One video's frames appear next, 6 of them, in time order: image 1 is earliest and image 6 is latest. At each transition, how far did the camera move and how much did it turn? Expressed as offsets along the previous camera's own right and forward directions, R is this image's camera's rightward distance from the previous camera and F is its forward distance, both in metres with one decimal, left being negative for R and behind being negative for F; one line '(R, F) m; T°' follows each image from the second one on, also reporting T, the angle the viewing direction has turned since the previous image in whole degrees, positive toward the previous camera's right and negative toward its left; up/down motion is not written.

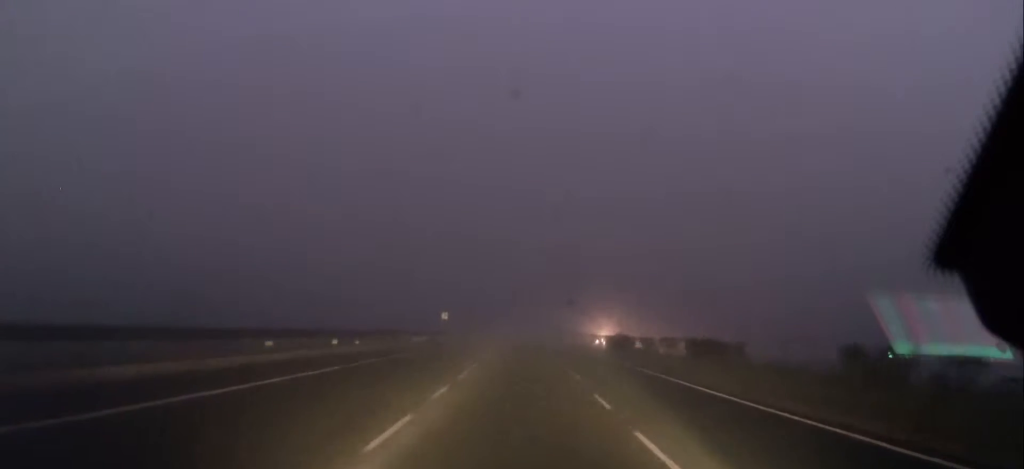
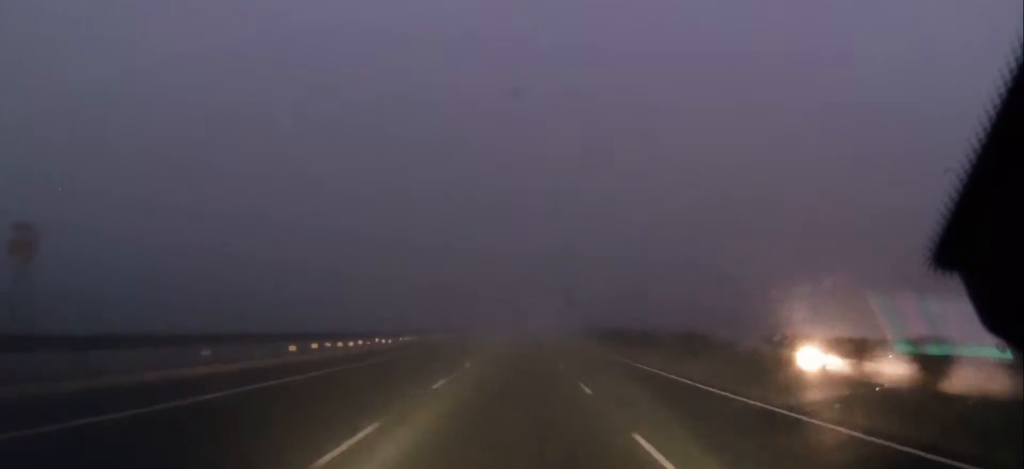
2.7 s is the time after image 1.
(-0.4, +60.7) m; +2°
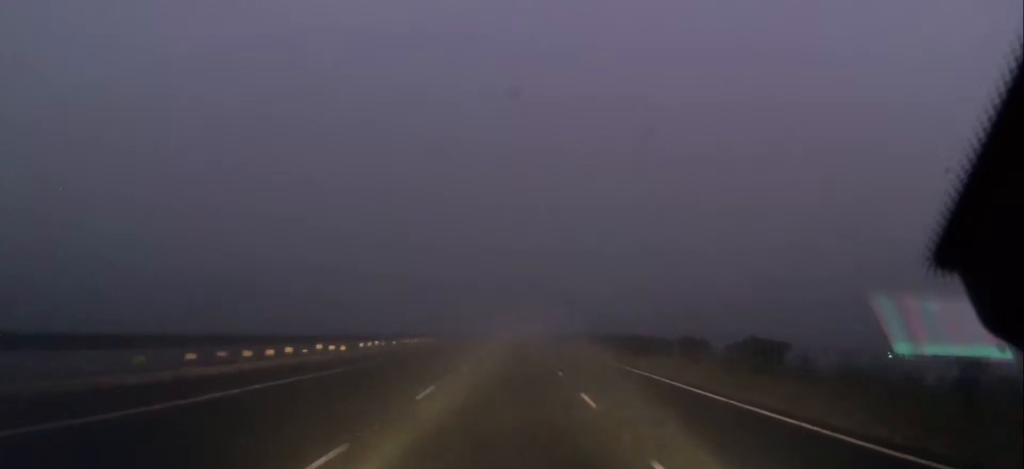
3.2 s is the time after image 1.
(+0.3, +10.8) m; 0°
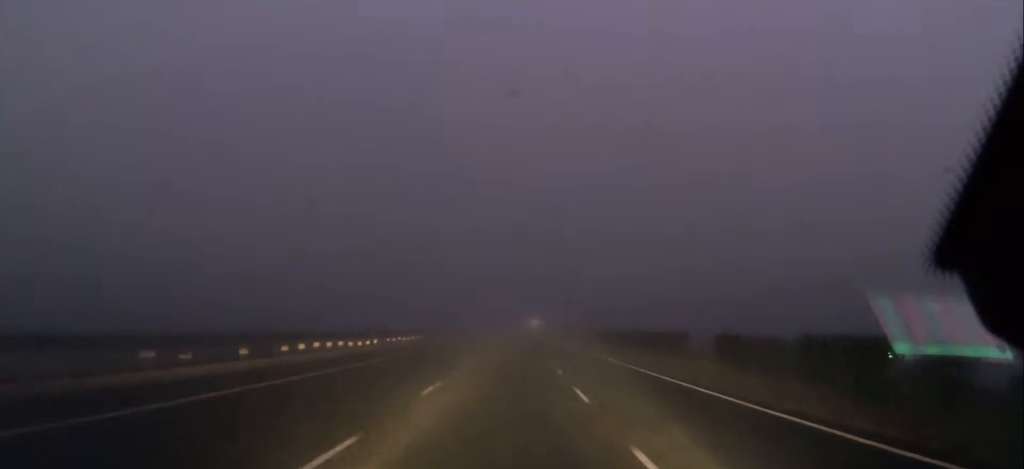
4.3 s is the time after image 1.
(-0.3, +26.5) m; -1°
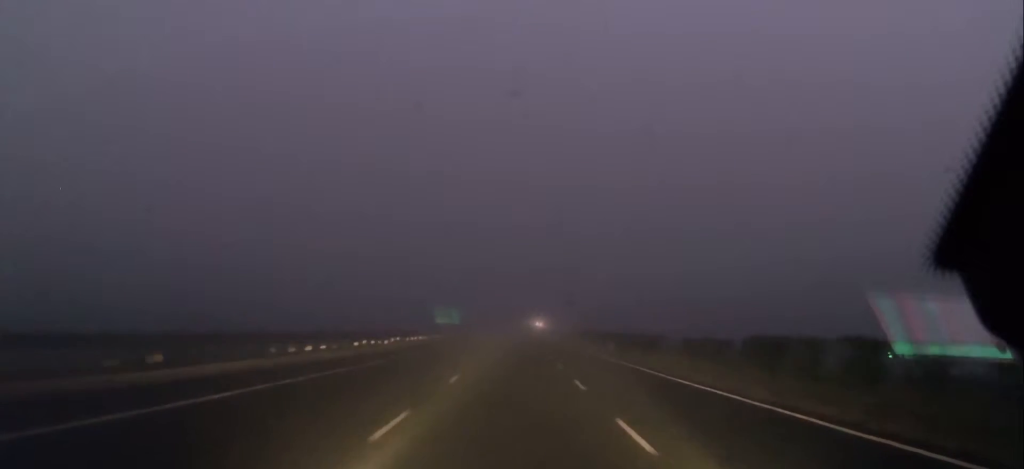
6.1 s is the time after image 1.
(+0.2, +42.1) m; +1°
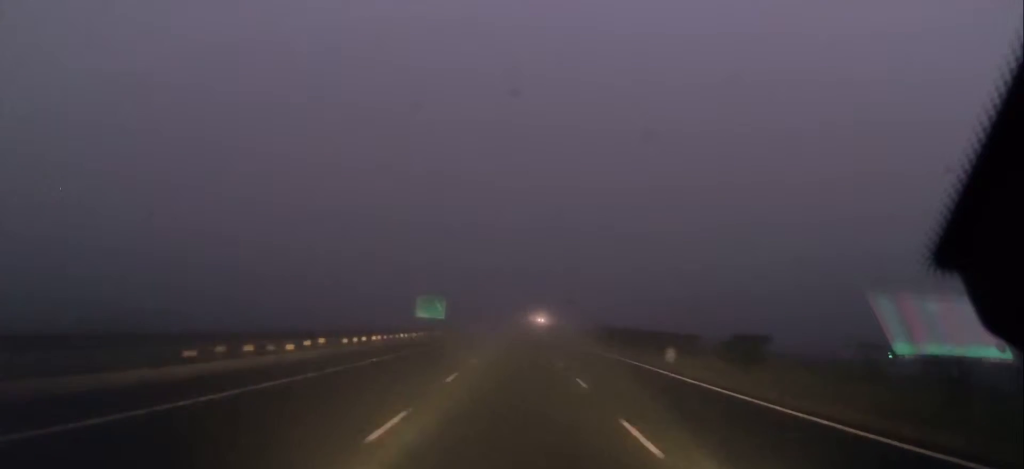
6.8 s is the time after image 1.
(+0.1, +18.3) m; 0°
